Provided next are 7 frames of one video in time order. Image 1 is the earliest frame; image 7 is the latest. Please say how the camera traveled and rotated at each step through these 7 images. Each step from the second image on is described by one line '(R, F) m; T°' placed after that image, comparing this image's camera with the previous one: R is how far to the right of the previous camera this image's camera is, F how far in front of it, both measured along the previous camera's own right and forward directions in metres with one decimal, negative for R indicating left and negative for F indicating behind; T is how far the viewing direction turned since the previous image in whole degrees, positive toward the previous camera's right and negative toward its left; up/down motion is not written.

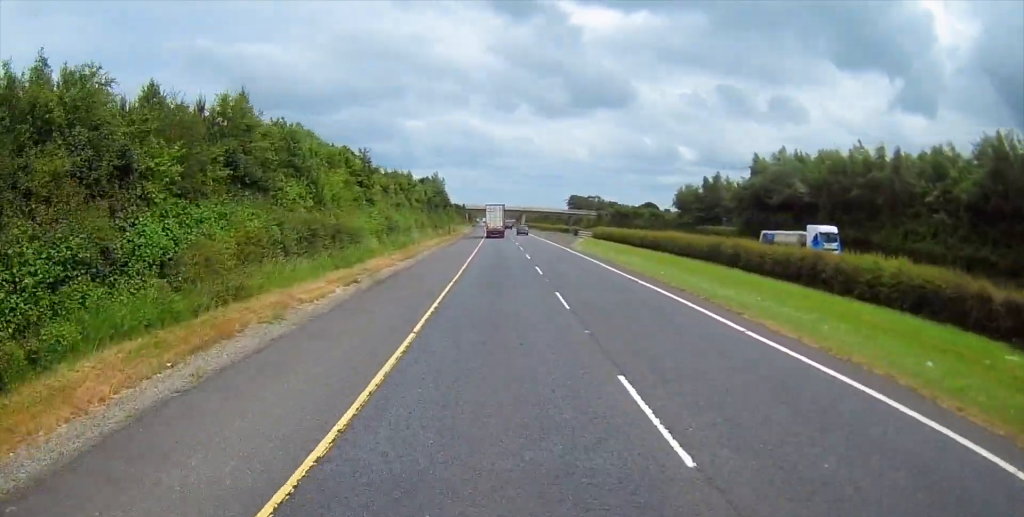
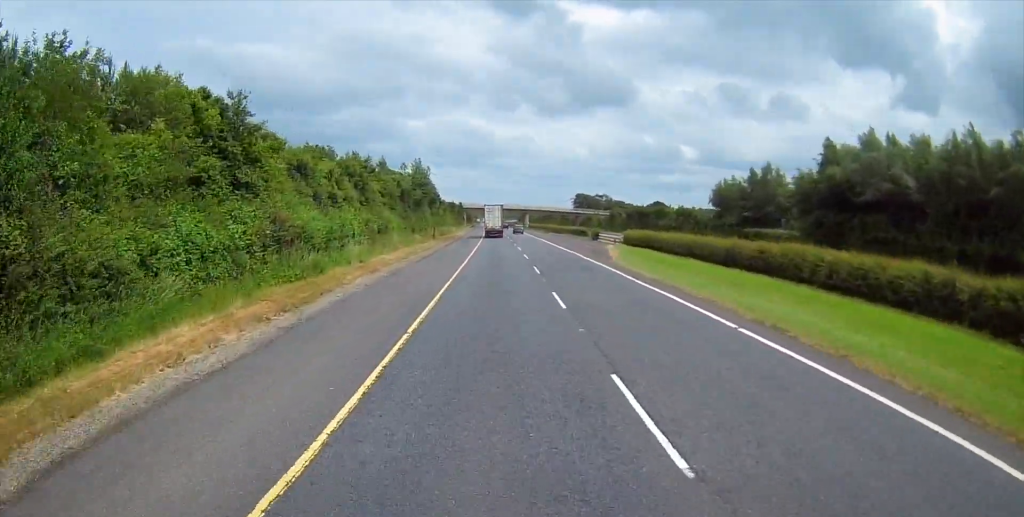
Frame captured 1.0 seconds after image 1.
(-0.1, +23.7) m; 0°
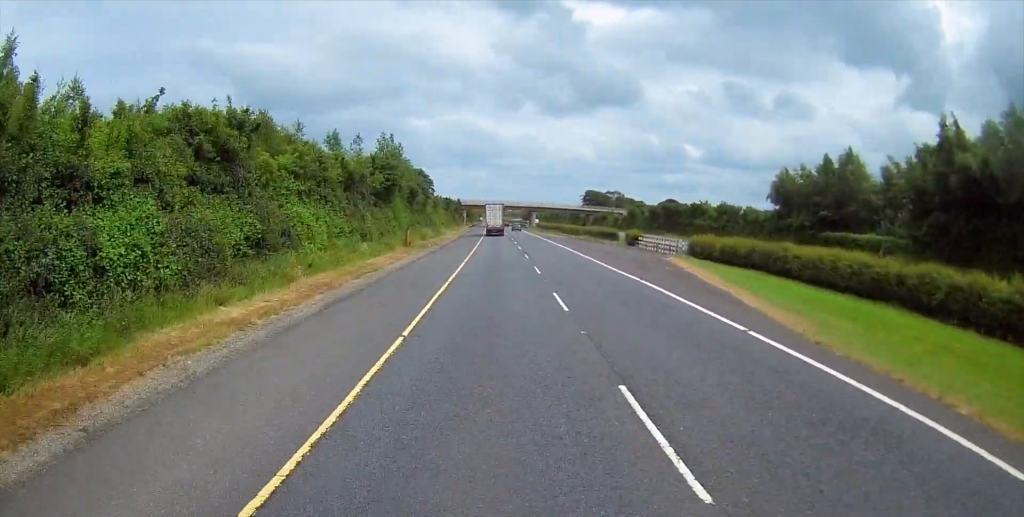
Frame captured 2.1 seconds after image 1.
(+0.2, +24.8) m; 0°
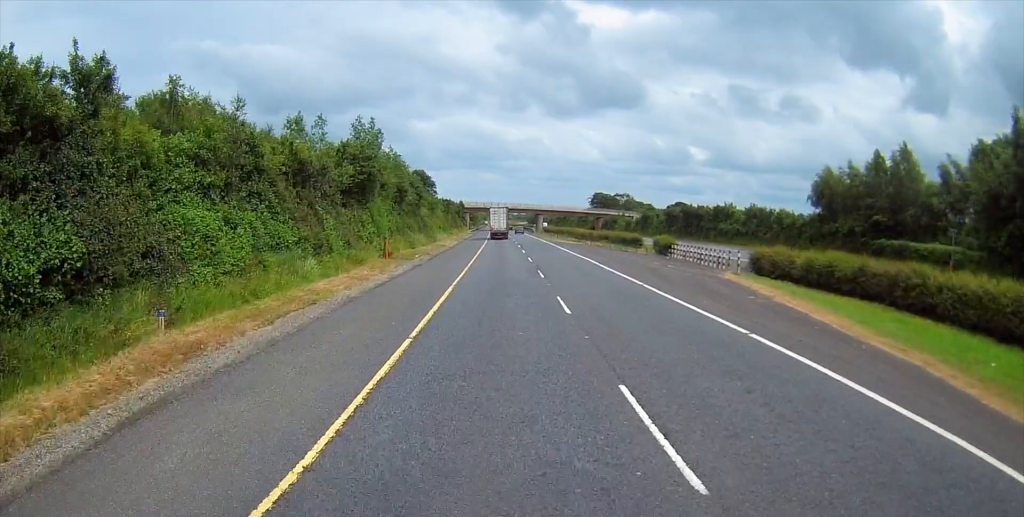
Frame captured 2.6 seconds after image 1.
(+0.3, +11.7) m; 0°
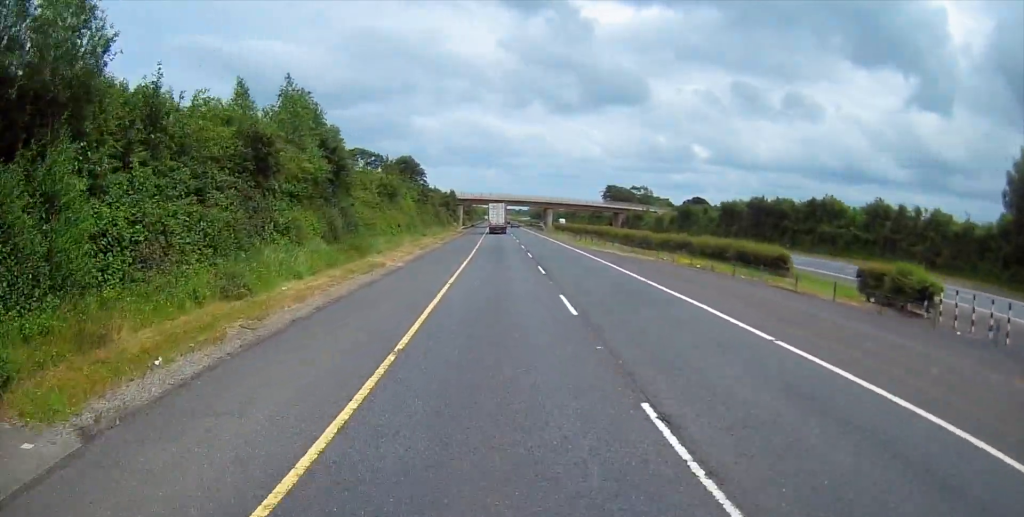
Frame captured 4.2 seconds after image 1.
(-0.8, +37.7) m; -2°
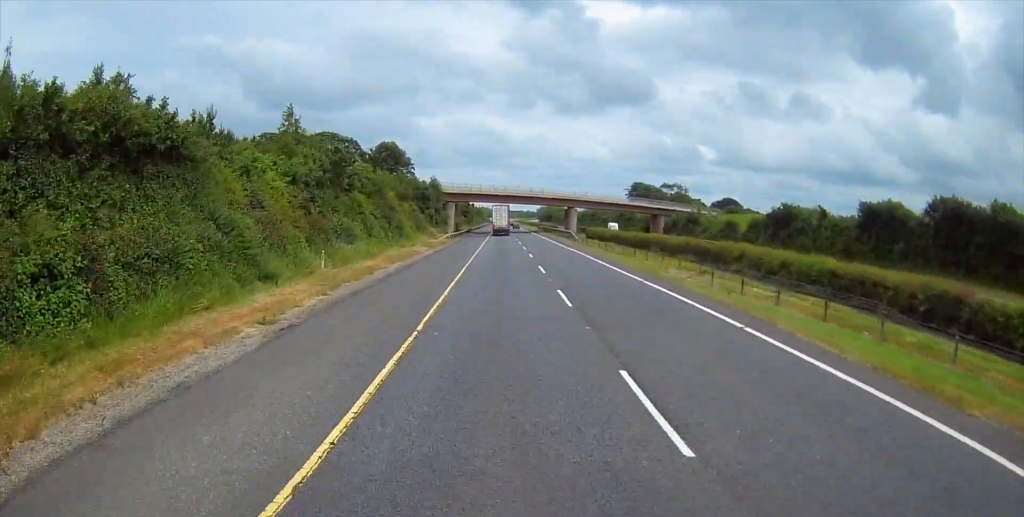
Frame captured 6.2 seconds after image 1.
(-0.2, +46.0) m; 0°
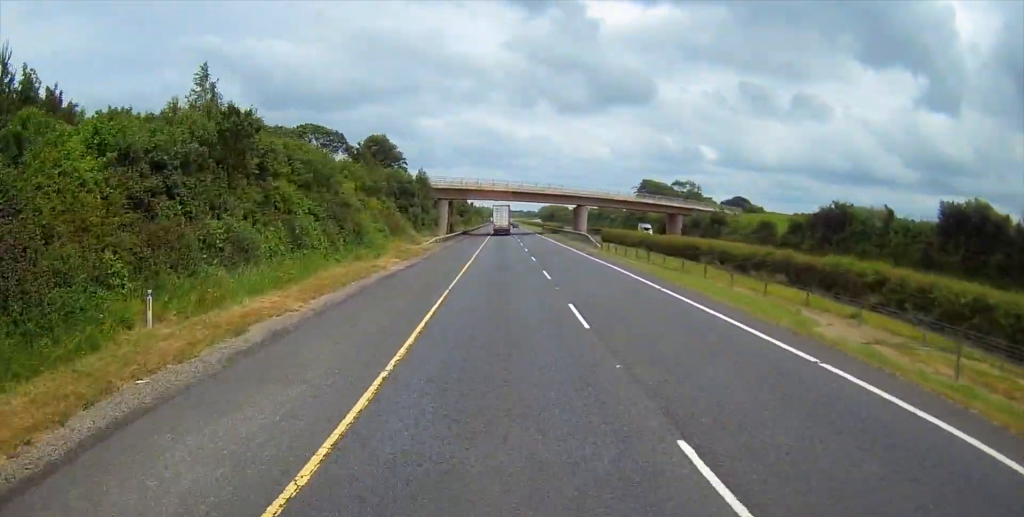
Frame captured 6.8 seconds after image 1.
(+0.1, +15.7) m; 0°
